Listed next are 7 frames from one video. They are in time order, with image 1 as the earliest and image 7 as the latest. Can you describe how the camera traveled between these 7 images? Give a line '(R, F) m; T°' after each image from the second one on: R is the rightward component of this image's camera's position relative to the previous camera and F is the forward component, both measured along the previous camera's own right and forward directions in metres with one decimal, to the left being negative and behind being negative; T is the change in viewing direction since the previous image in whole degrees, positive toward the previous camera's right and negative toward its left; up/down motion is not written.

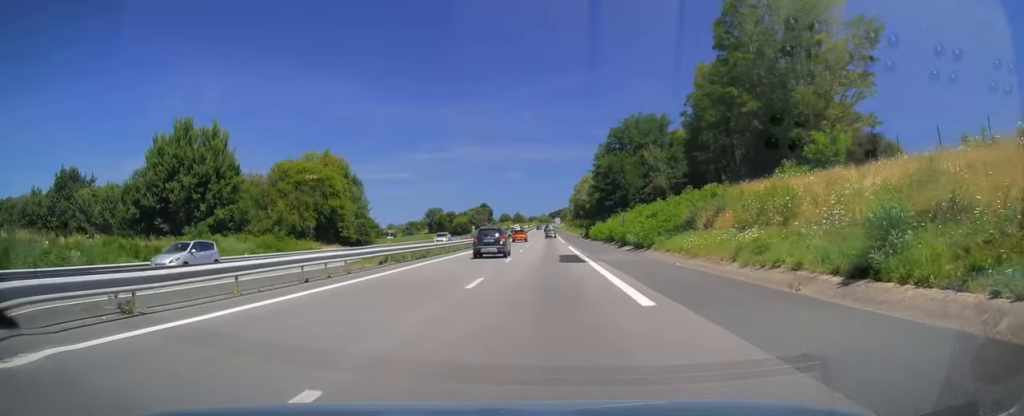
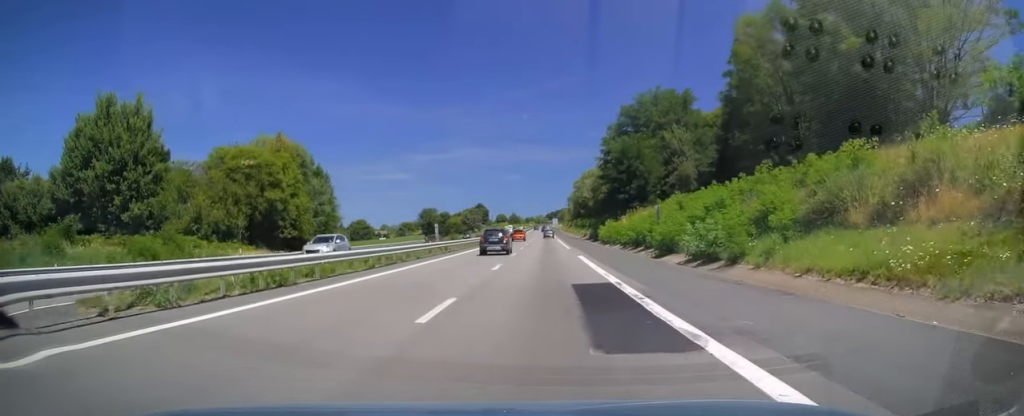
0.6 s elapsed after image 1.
(0.0, +18.7) m; 0°
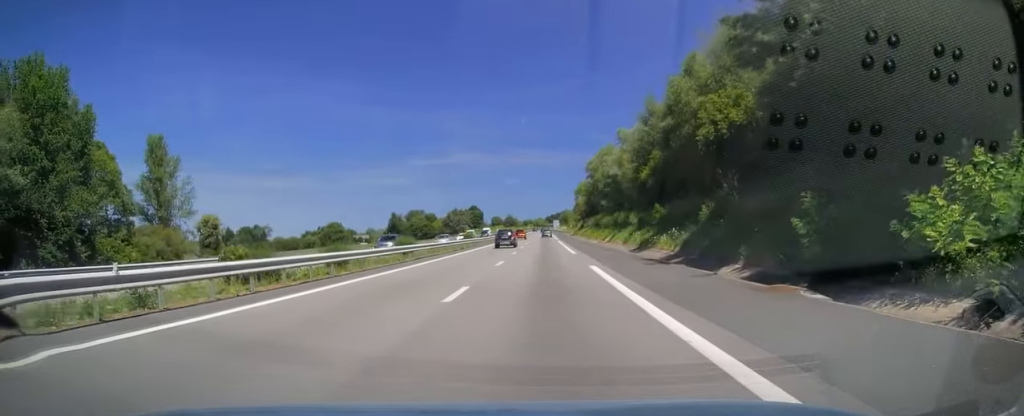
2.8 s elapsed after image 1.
(+0.4, +62.4) m; +1°
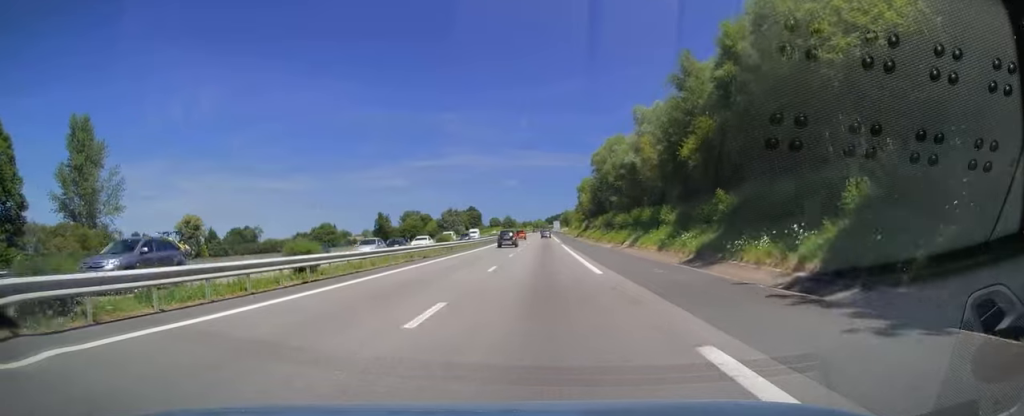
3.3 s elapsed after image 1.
(+0.1, +16.2) m; 0°
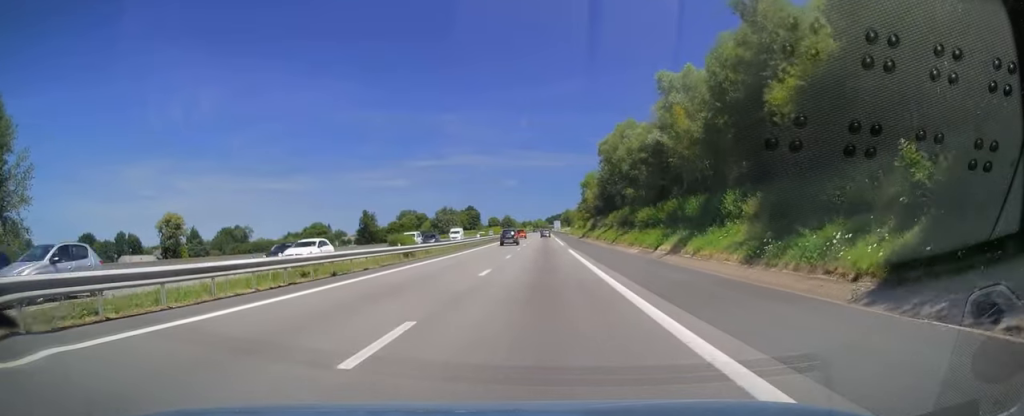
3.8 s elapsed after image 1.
(-0.1, +15.7) m; 0°
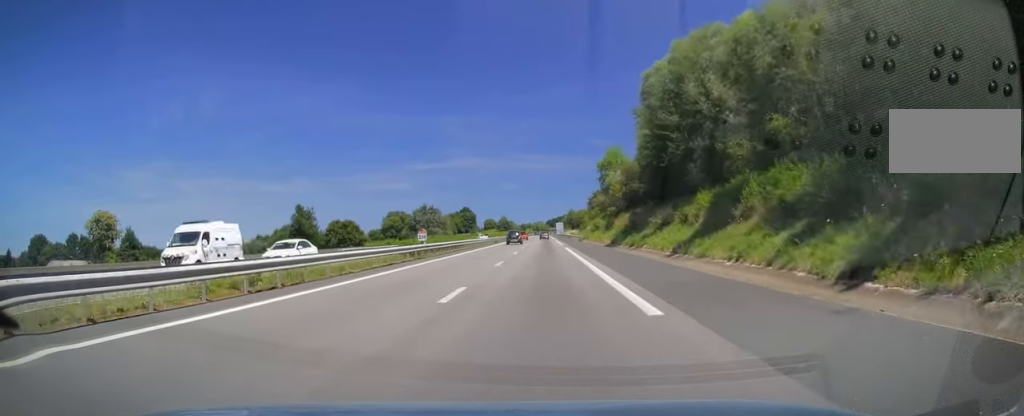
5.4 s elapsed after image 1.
(0.0, +46.5) m; 0°
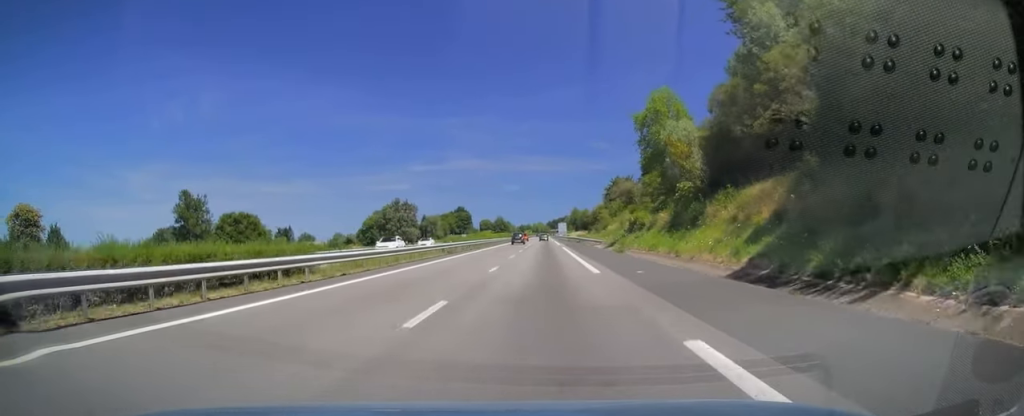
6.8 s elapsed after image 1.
(0.0, +42.0) m; 0°
